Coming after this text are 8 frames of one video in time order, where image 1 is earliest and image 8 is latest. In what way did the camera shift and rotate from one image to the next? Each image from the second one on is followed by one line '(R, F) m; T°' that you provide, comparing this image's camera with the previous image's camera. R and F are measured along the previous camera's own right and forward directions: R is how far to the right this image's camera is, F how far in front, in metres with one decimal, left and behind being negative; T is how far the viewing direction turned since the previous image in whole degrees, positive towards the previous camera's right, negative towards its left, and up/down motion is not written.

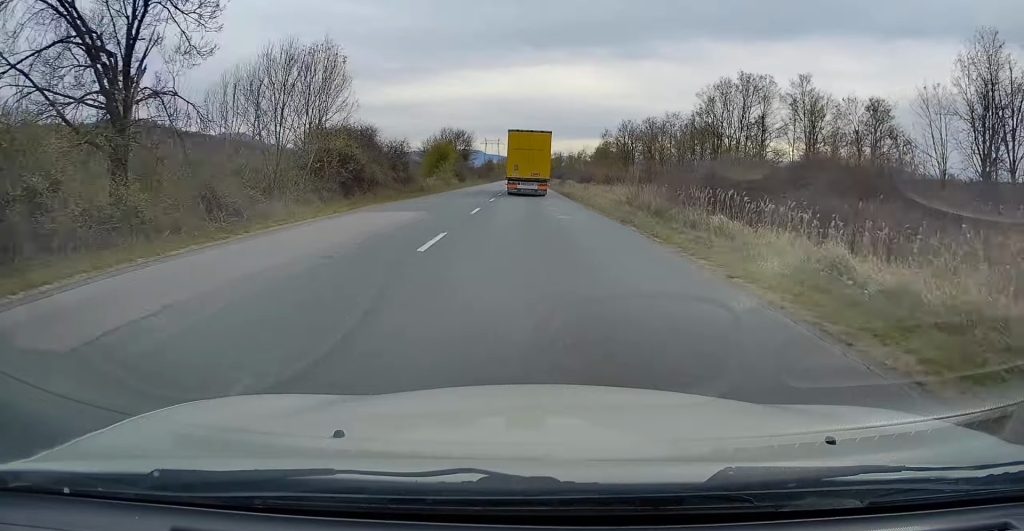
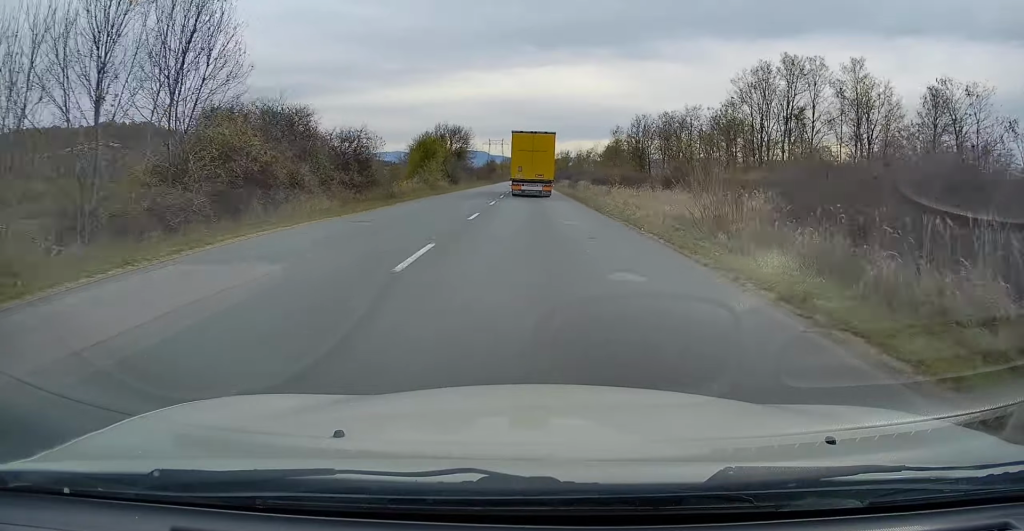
(+0.1, +12.1) m; 0°
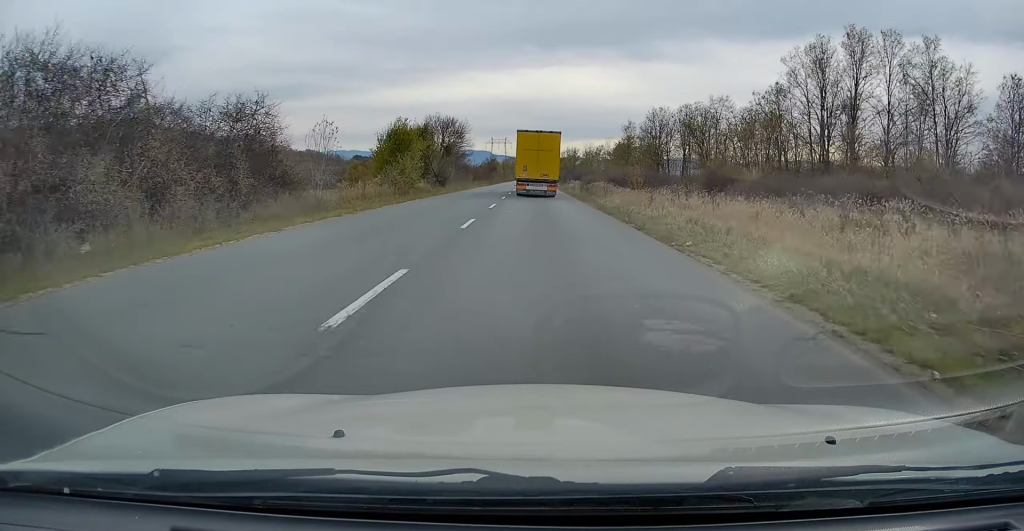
(-0.1, +12.8) m; 0°
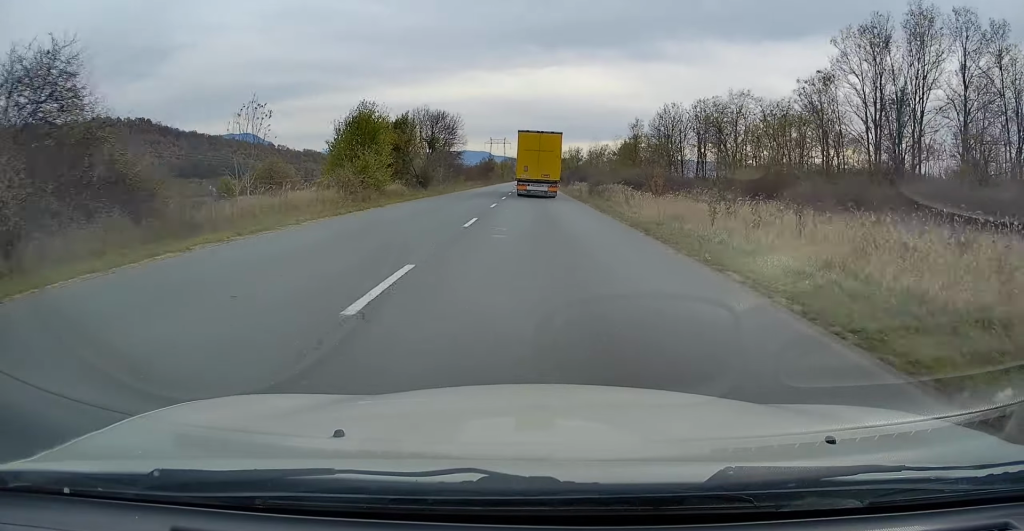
(0.0, +9.4) m; 0°
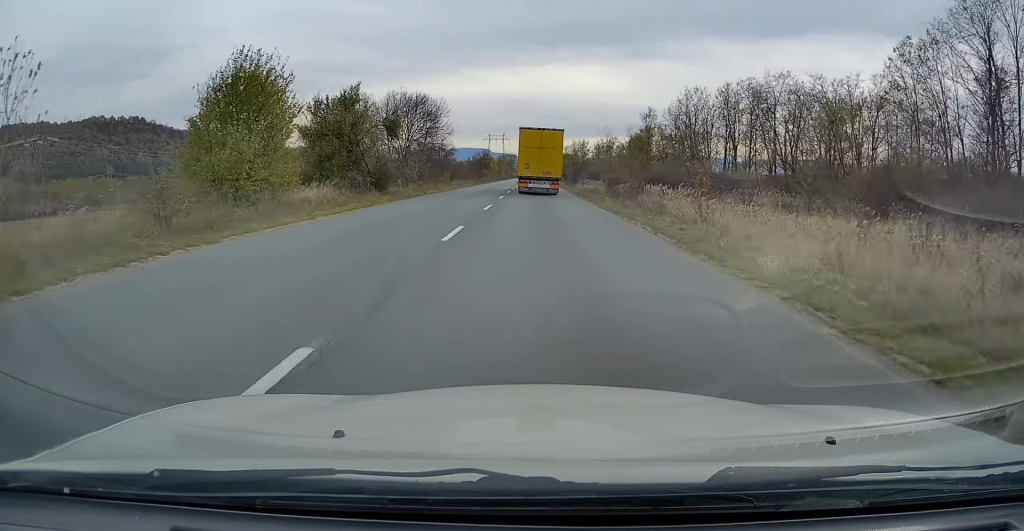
(0.0, +14.0) m; 0°
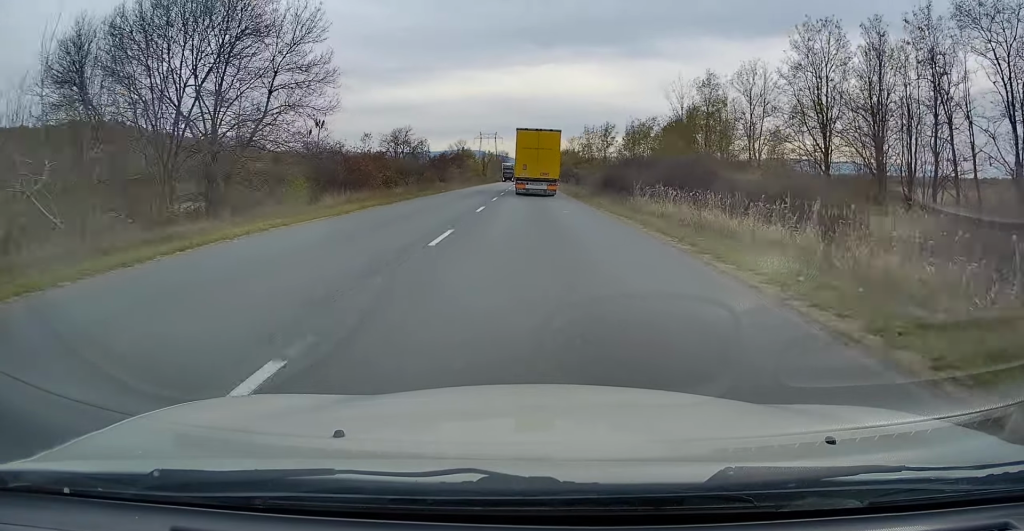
(0.0, +39.7) m; 0°
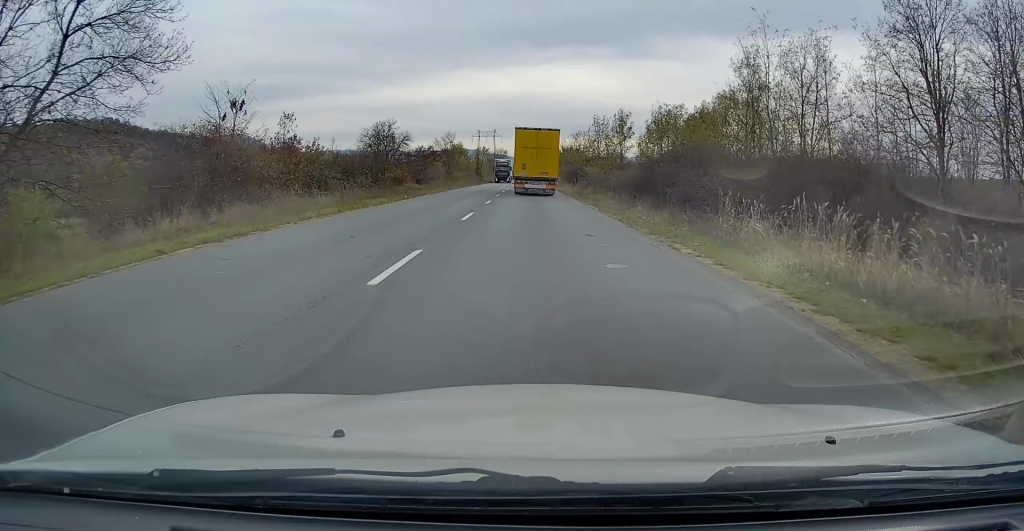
(+0.1, +13.9) m; 0°
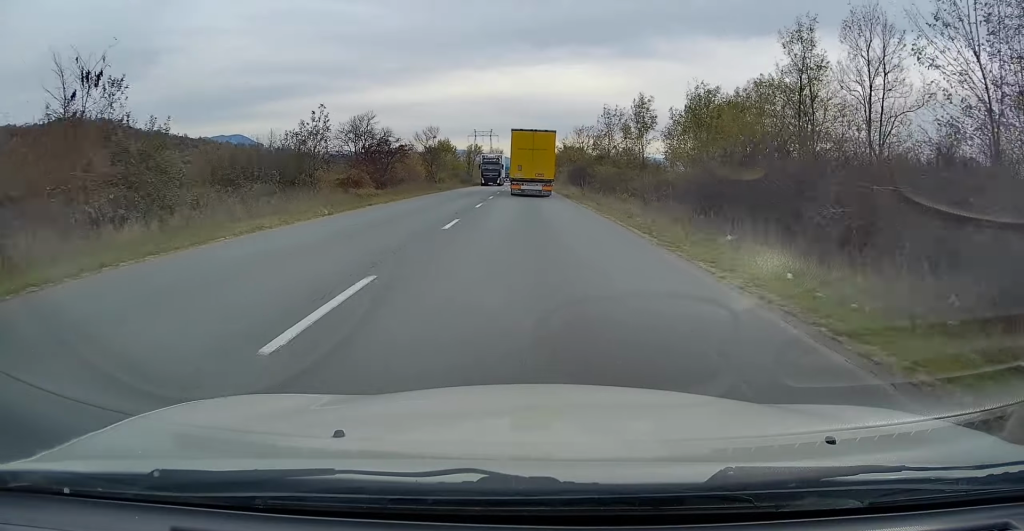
(+0.1, +12.5) m; 0°
